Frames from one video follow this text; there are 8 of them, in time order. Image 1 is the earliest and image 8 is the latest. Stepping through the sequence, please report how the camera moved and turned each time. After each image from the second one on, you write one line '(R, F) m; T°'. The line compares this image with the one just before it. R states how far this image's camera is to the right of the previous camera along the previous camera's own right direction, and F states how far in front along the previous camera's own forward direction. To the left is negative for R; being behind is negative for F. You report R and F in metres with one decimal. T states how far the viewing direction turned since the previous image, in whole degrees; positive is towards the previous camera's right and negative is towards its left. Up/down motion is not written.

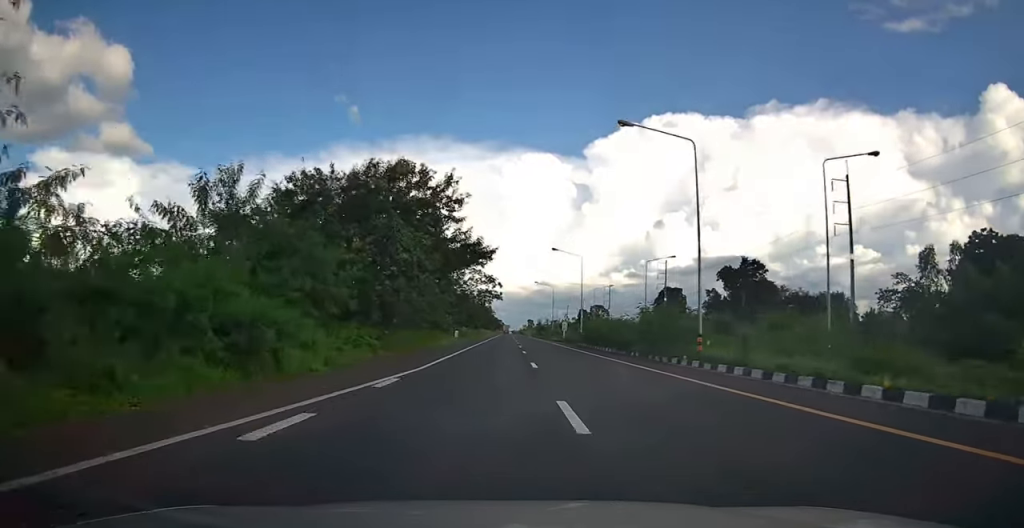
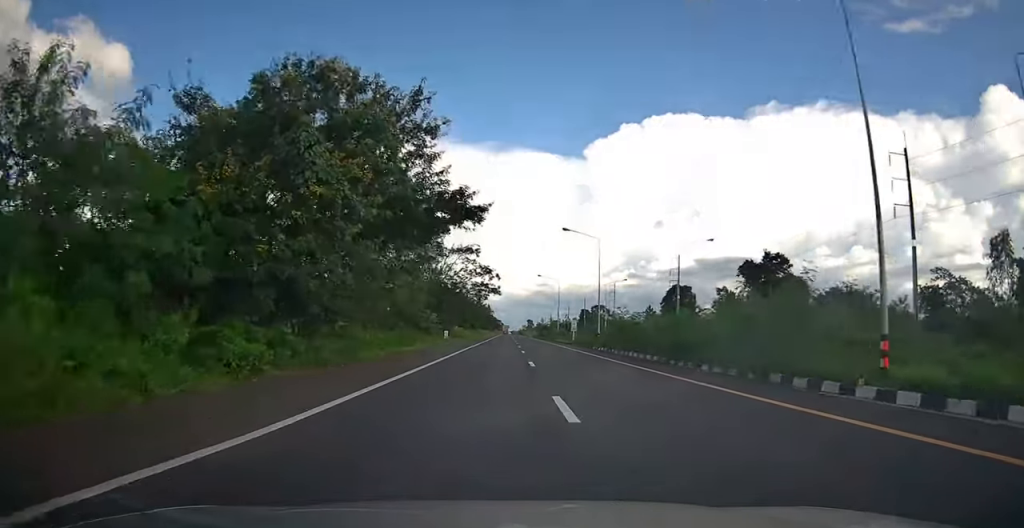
(+0.1, +11.2) m; 0°
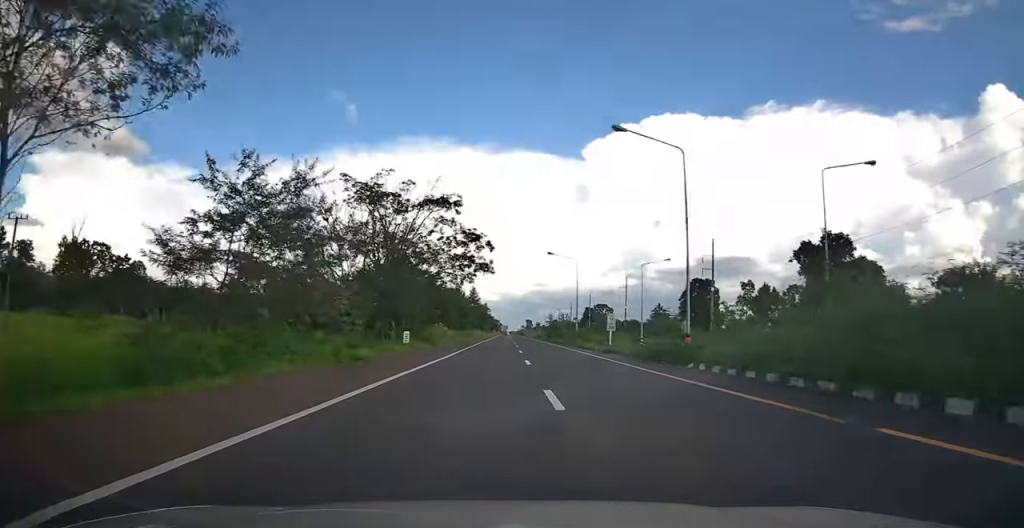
(-0.1, +22.8) m; 0°
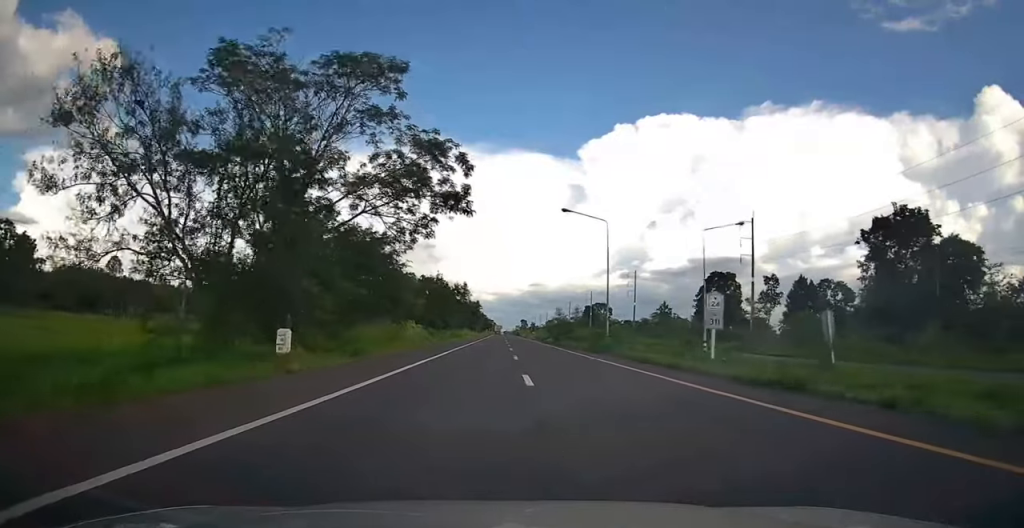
(0.0, +20.3) m; 0°
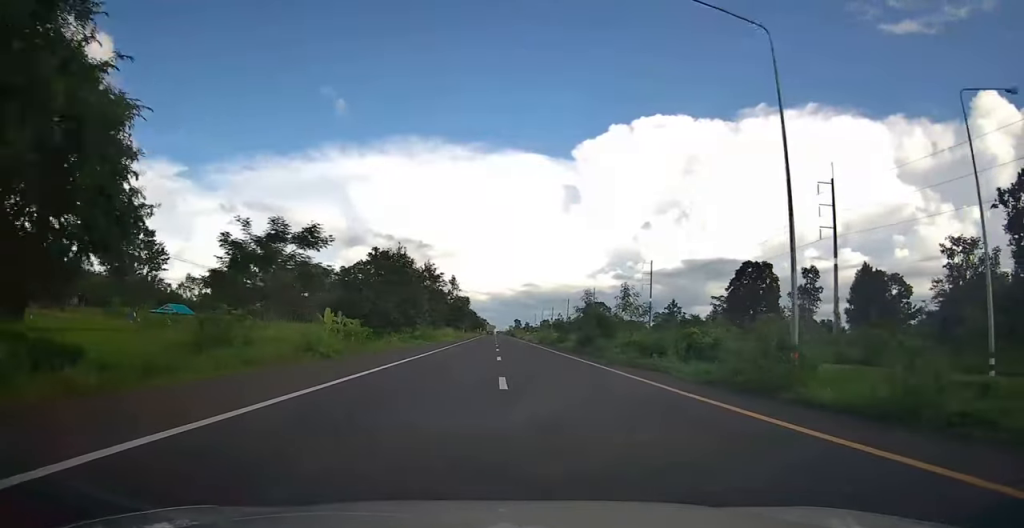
(+0.1, +24.9) m; +1°
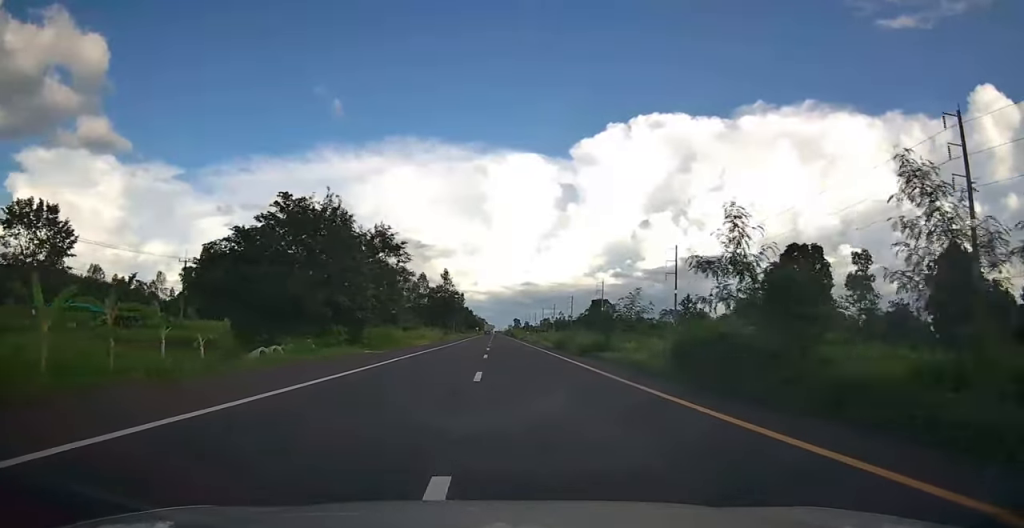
(+0.2, +21.9) m; 0°
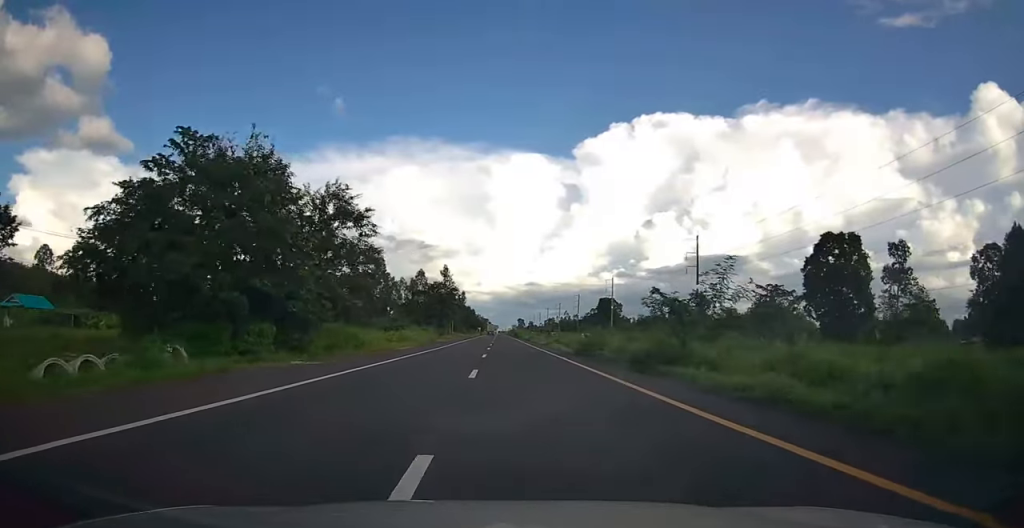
(0.0, +11.2) m; 0°
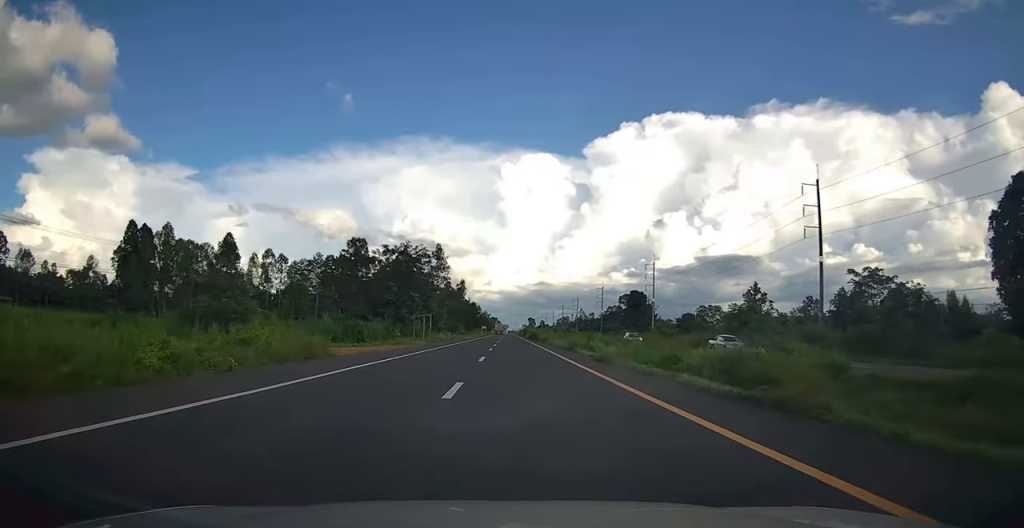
(0.0, +39.9) m; 0°
